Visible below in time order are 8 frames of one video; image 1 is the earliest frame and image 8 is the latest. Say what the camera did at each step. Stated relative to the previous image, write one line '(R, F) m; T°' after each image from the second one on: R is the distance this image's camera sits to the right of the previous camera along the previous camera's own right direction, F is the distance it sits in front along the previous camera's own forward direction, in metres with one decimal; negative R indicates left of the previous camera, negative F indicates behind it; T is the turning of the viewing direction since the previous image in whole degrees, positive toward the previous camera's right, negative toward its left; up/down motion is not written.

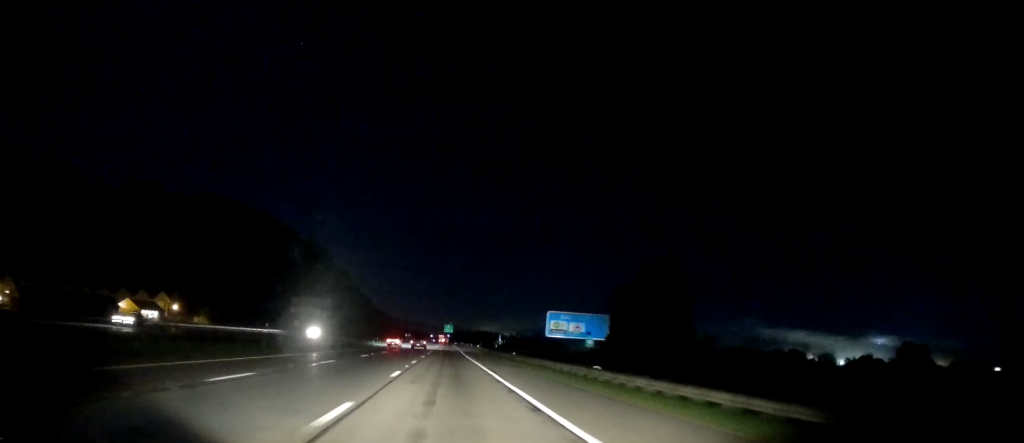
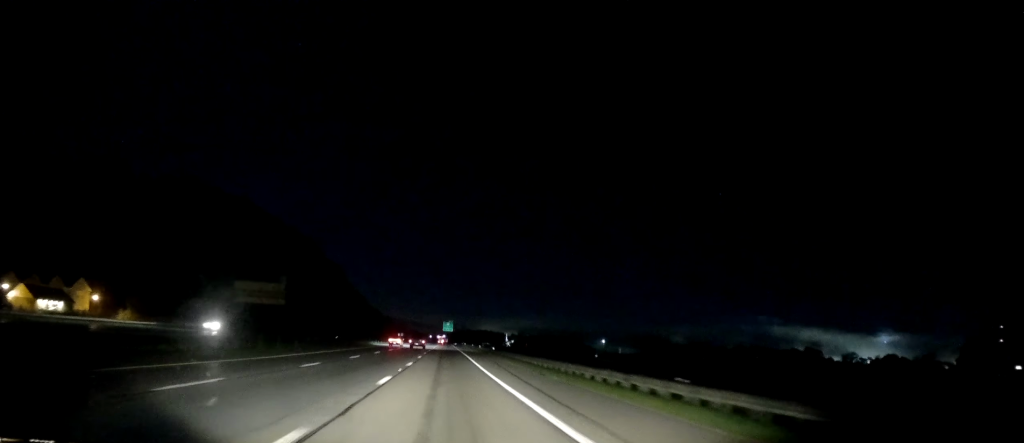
(+0.1, +39.6) m; -1°
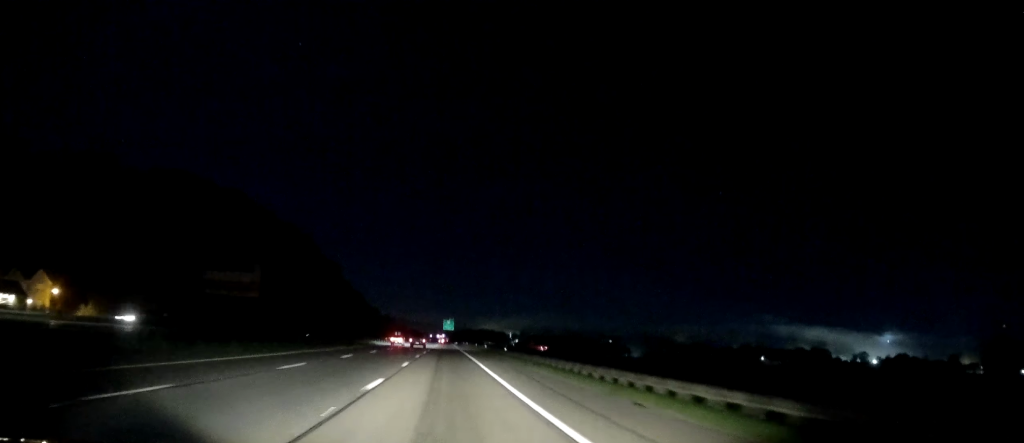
(-0.3, +15.0) m; 0°
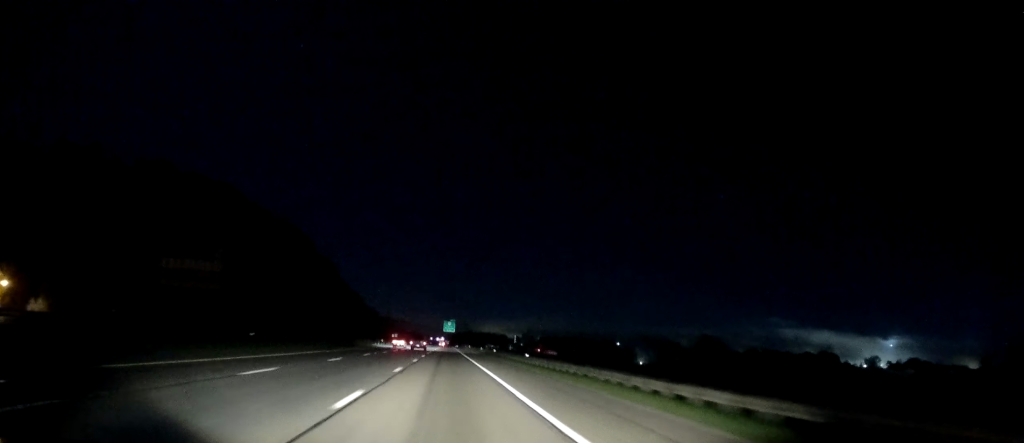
(0.0, +16.0) m; 0°
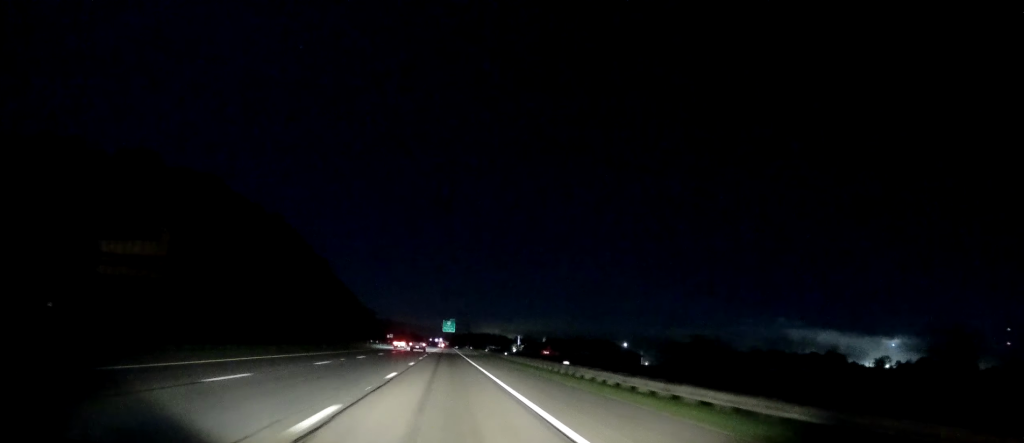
(0.0, +14.9) m; +1°
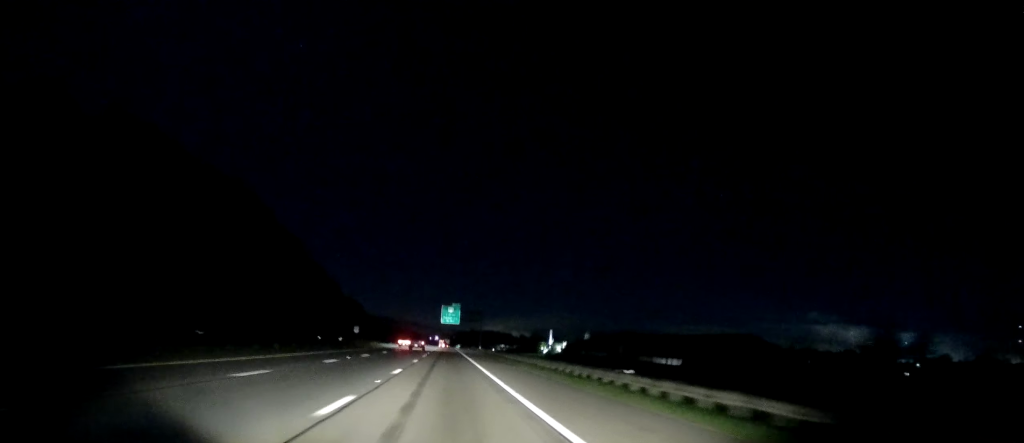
(-0.6, +72.7) m; -1°
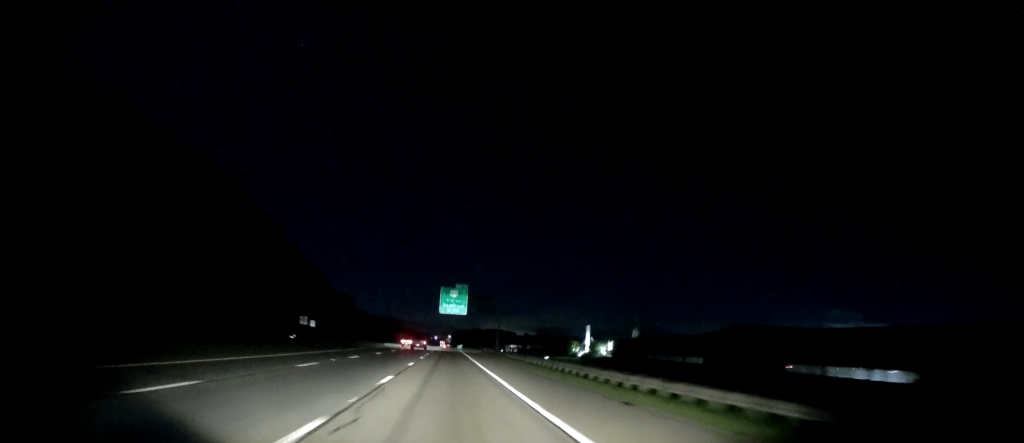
(+1.3, +42.6) m; +2°
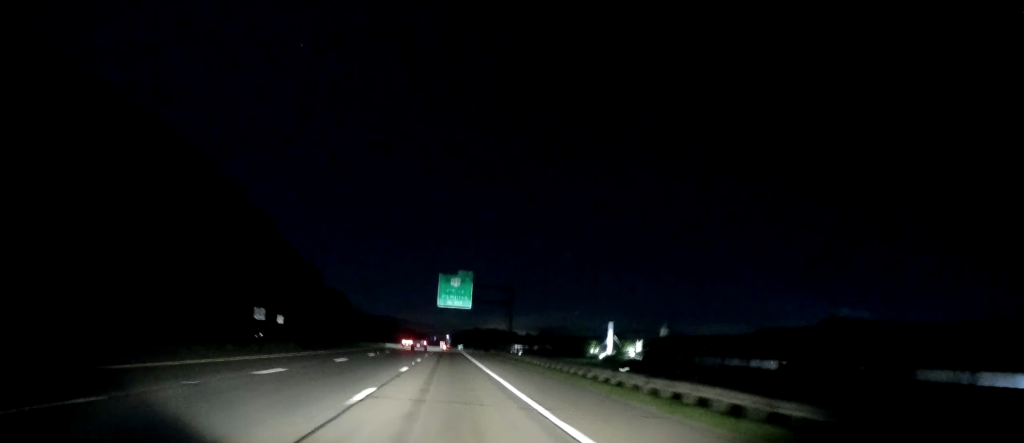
(+0.4, +17.0) m; 0°
